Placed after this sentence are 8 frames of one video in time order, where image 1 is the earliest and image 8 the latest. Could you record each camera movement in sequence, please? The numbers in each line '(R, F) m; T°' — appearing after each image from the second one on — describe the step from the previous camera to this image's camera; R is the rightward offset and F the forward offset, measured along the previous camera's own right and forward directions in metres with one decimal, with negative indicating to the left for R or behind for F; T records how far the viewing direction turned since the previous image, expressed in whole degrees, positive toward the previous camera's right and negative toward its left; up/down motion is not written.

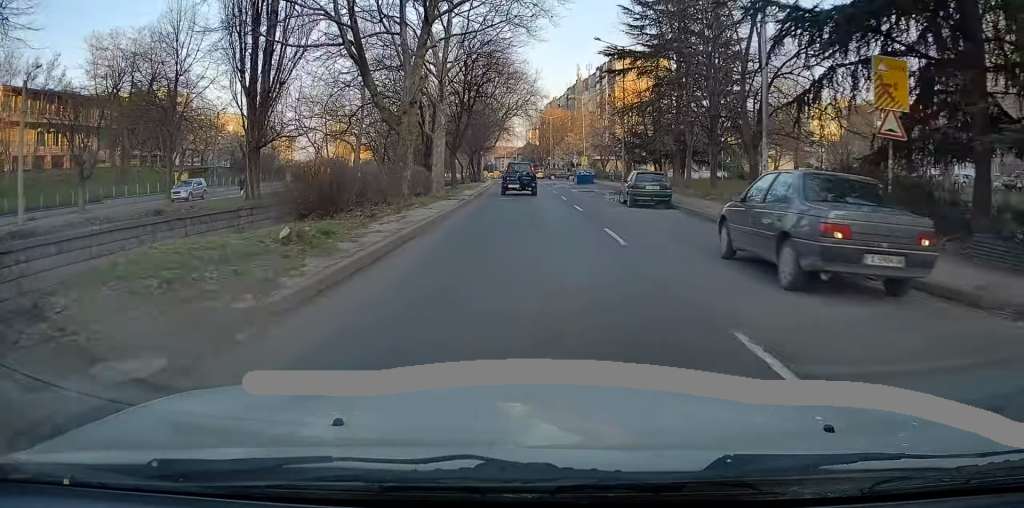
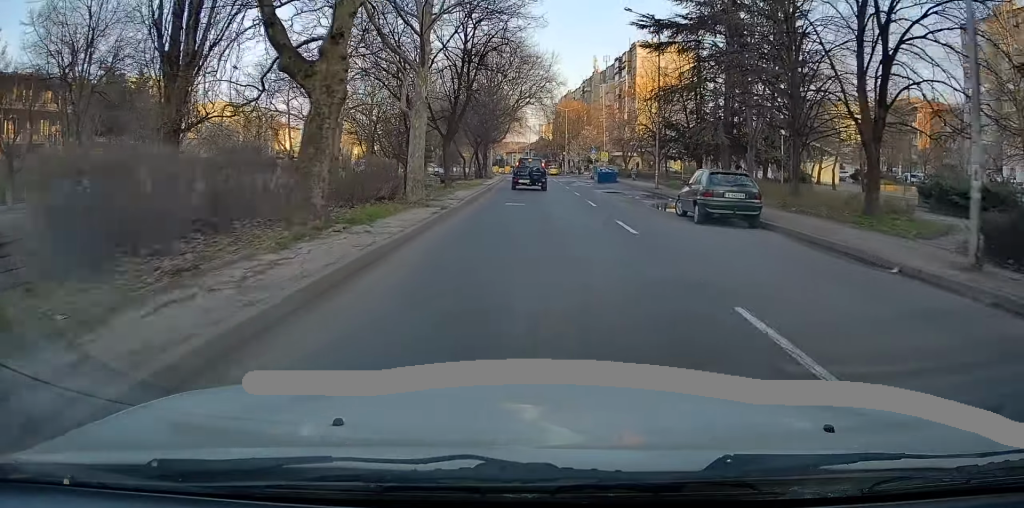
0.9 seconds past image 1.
(-0.1, +8.4) m; -1°
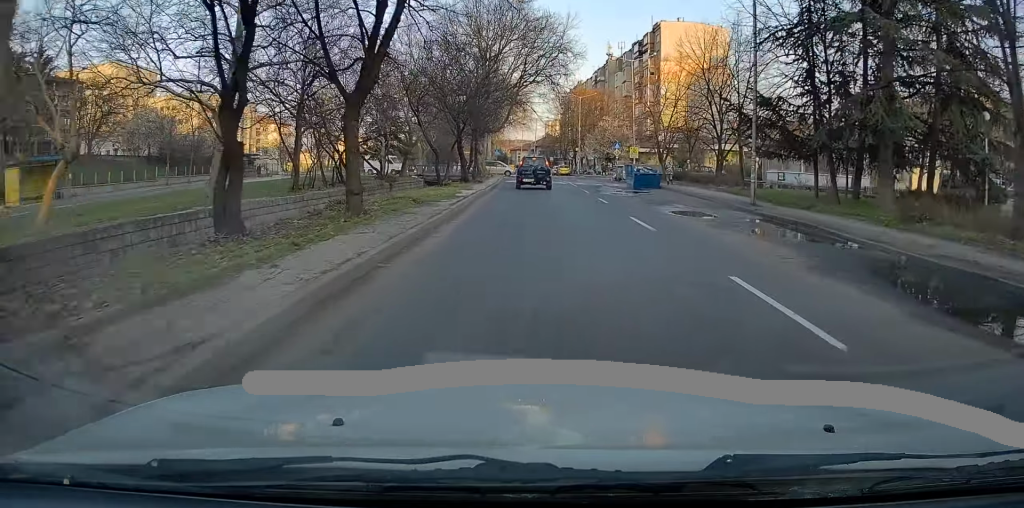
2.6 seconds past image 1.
(+0.1, +16.7) m; -1°
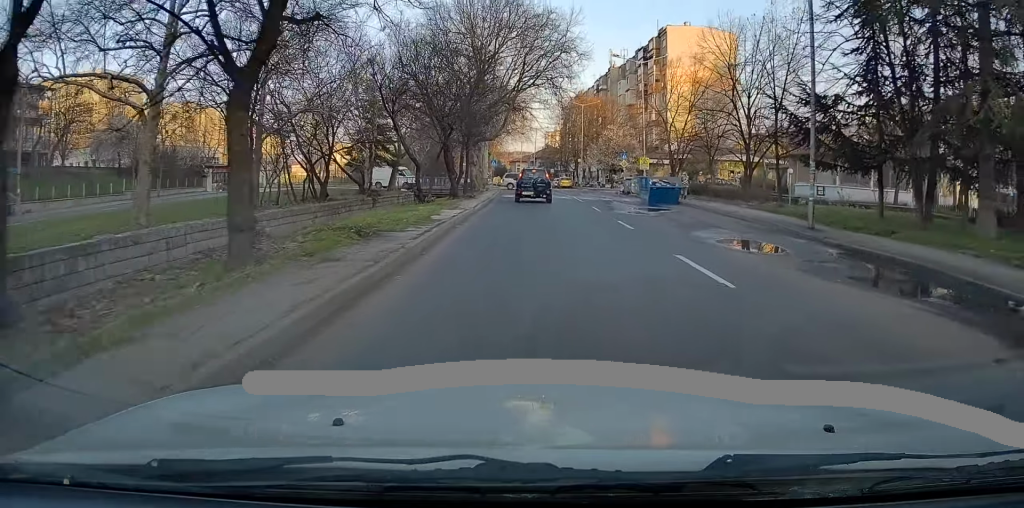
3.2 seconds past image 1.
(+0.1, +5.2) m; -2°
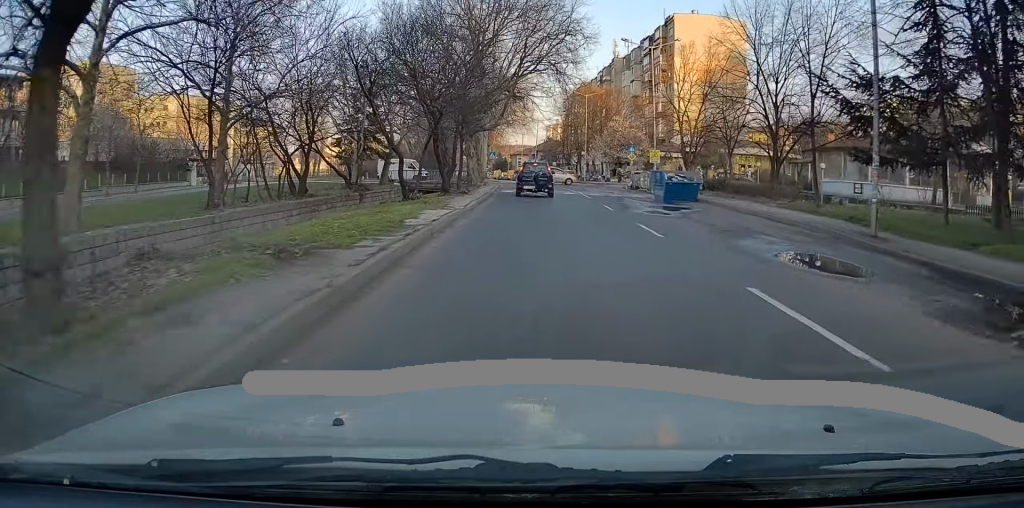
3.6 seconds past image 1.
(-0.2, +3.7) m; 0°
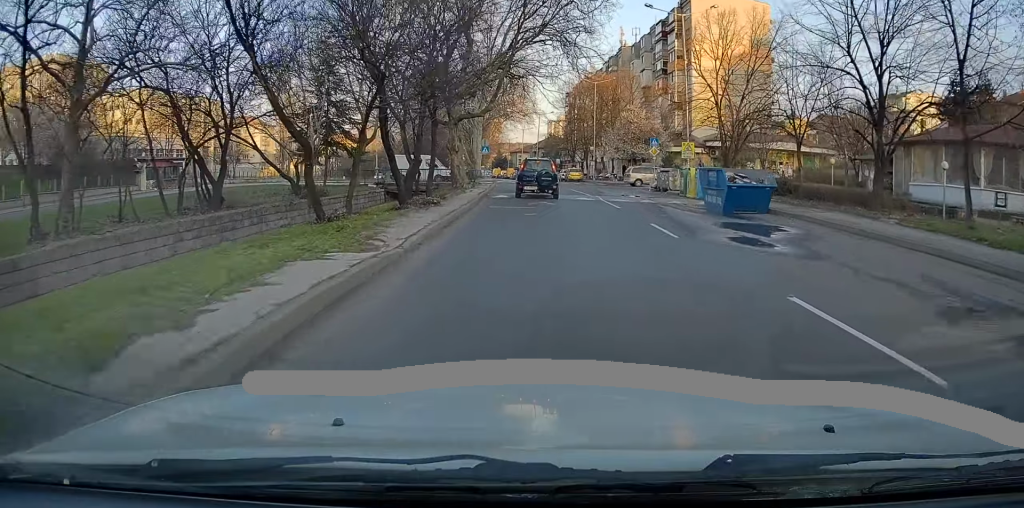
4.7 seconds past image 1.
(-0.1, +9.8) m; 0°
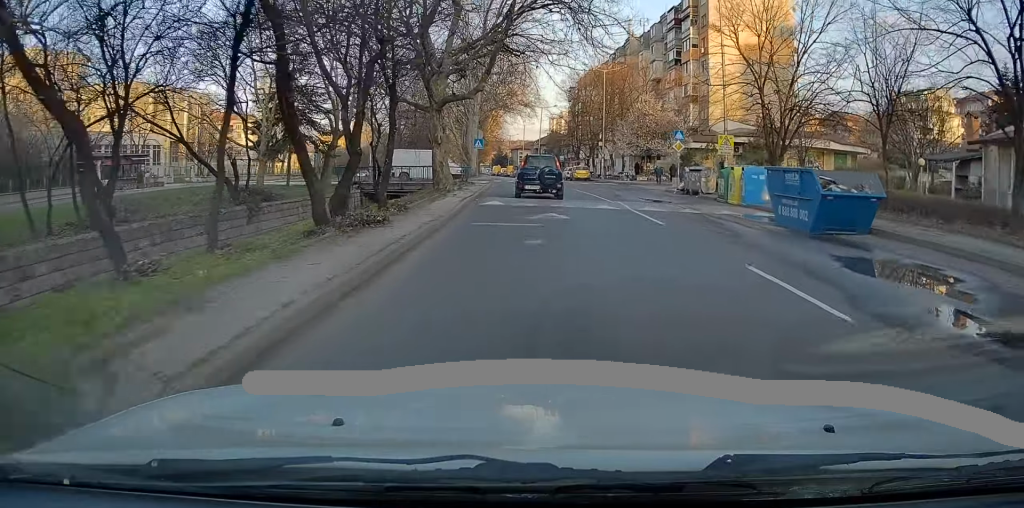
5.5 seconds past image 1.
(+0.1, +7.4) m; 0°
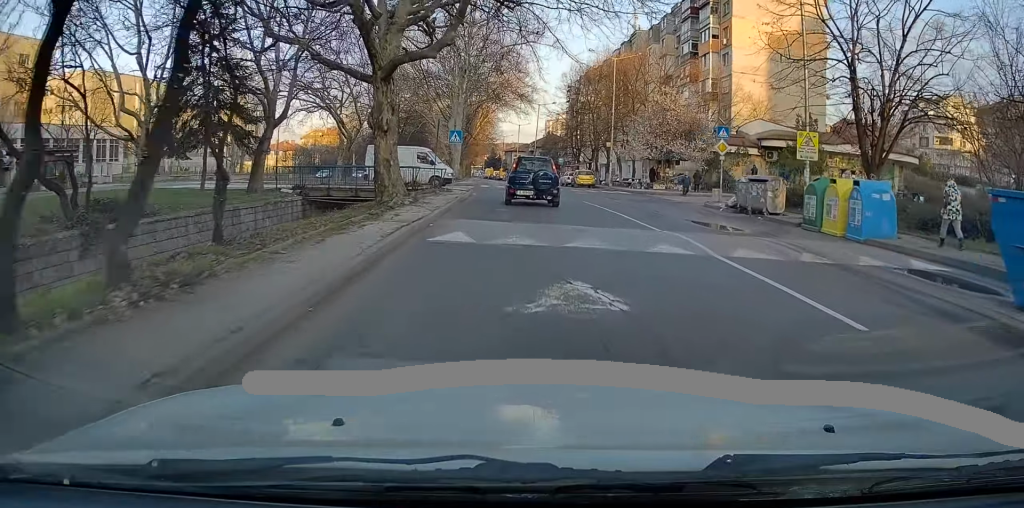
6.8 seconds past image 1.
(0.0, +10.0) m; +1°
